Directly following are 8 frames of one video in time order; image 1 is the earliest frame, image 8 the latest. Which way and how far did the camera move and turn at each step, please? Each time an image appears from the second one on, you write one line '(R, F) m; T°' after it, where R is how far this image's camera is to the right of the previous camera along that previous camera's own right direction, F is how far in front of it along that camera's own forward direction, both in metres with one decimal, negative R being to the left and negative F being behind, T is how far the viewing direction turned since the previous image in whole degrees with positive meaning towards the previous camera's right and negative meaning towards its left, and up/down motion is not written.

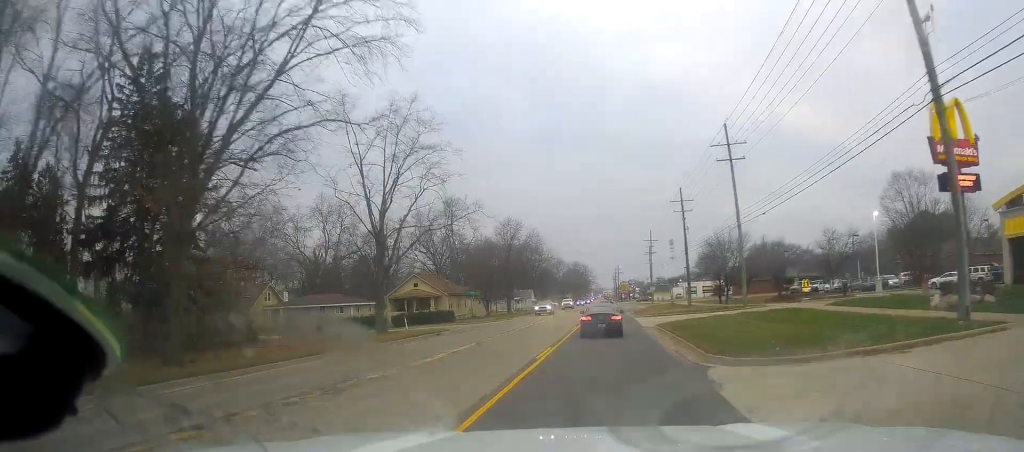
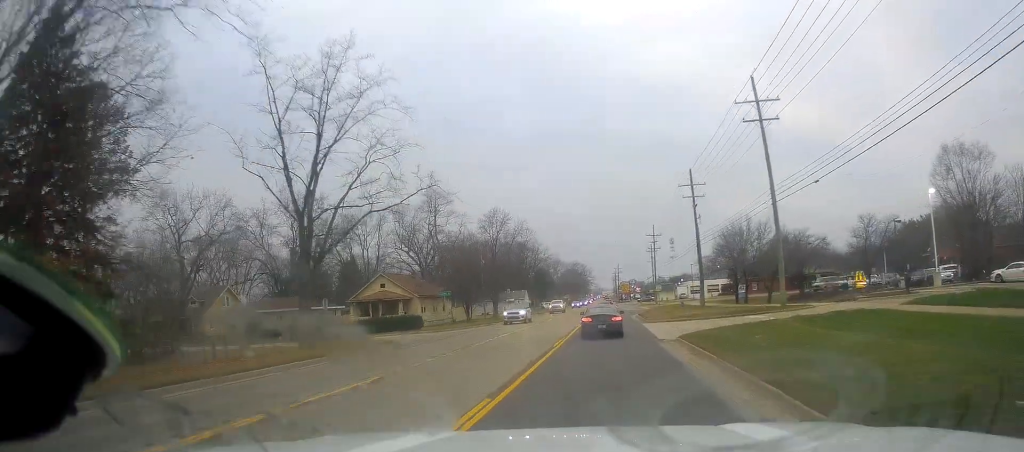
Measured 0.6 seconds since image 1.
(-0.1, +10.4) m; -1°
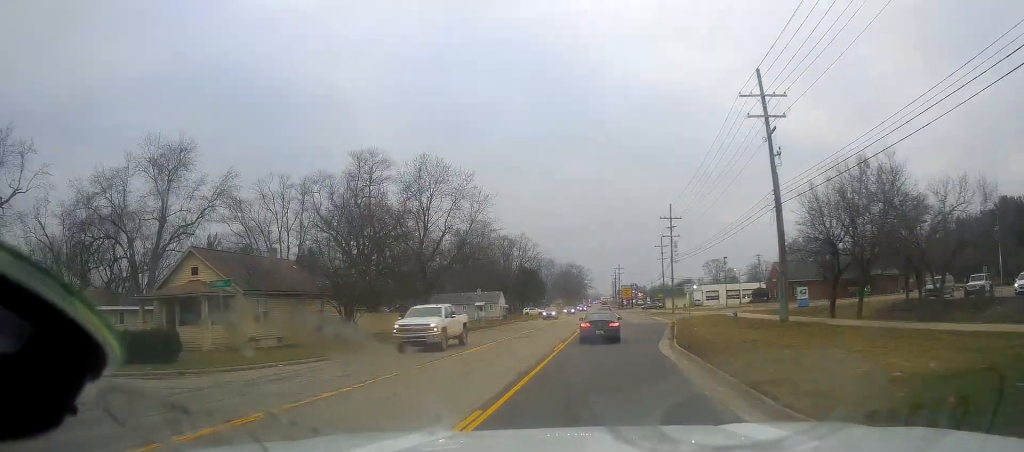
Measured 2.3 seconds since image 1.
(0.0, +30.2) m; 0°
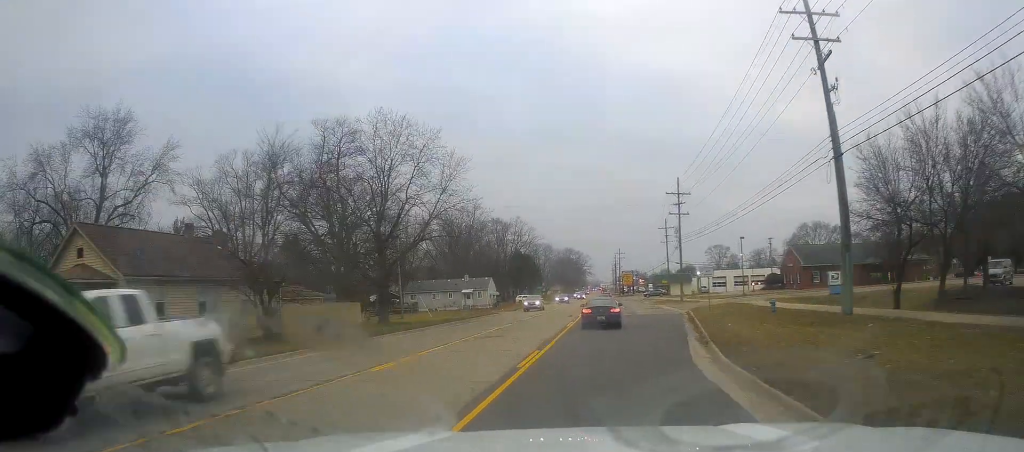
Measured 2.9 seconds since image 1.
(0.0, +9.2) m; 0°
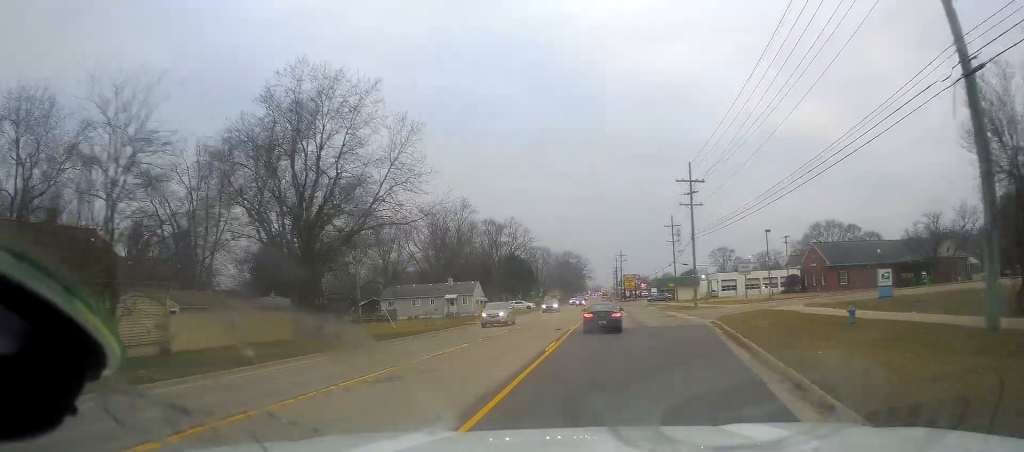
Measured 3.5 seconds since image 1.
(0.0, +10.4) m; 0°
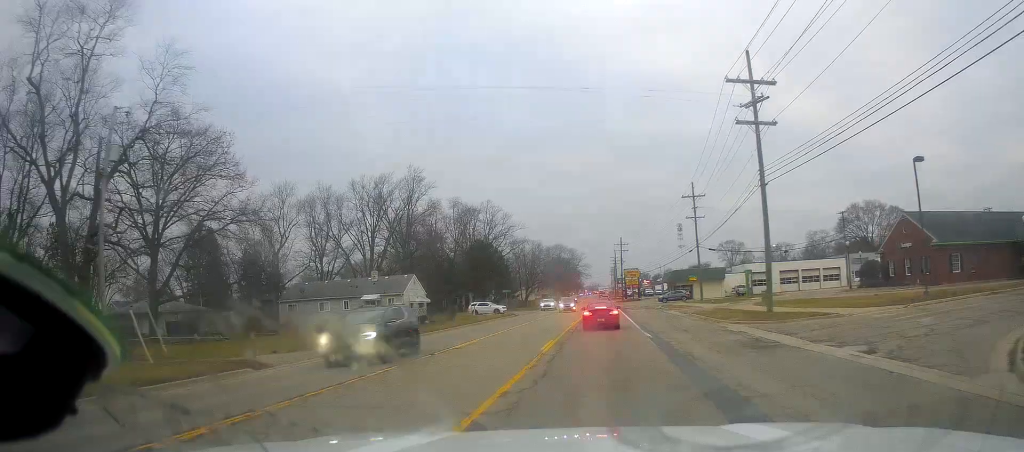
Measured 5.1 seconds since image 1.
(+0.7, +28.5) m; +2°
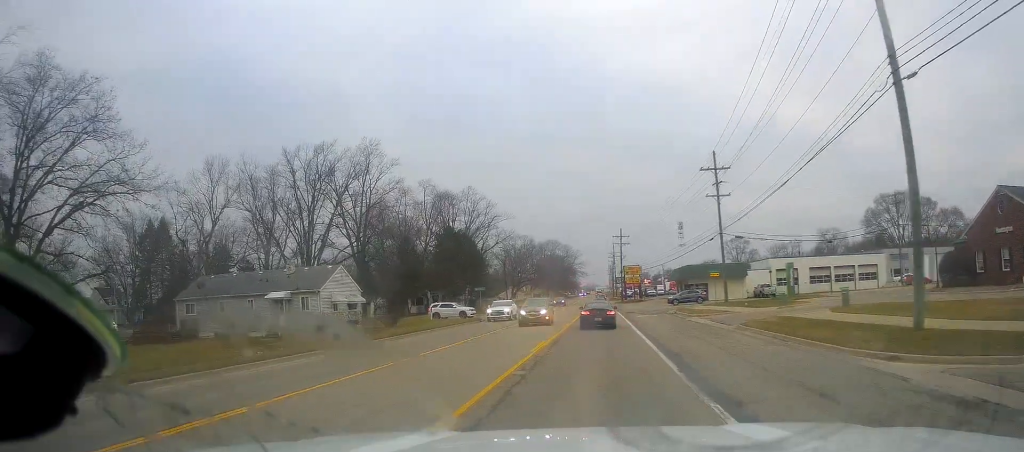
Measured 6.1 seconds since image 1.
(-0.3, +16.7) m; 0°
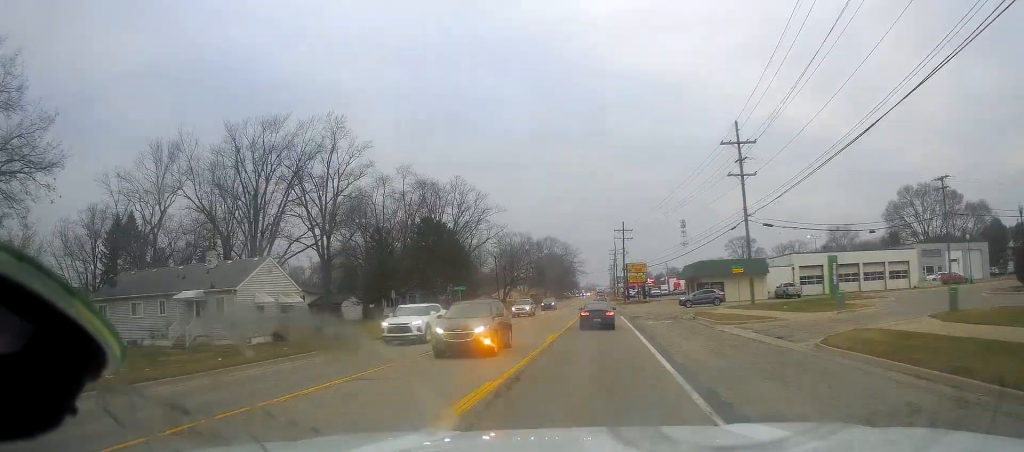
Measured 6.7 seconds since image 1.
(+0.1, +10.2) m; 0°
